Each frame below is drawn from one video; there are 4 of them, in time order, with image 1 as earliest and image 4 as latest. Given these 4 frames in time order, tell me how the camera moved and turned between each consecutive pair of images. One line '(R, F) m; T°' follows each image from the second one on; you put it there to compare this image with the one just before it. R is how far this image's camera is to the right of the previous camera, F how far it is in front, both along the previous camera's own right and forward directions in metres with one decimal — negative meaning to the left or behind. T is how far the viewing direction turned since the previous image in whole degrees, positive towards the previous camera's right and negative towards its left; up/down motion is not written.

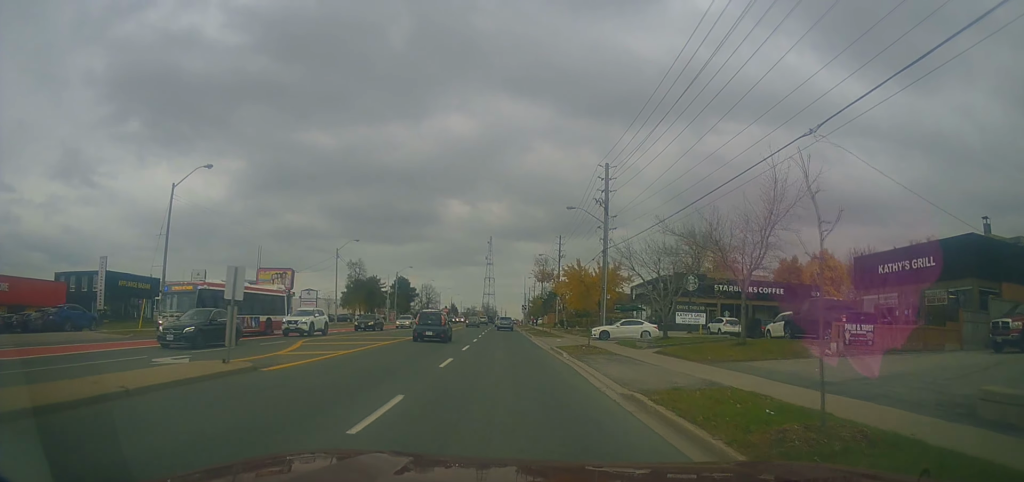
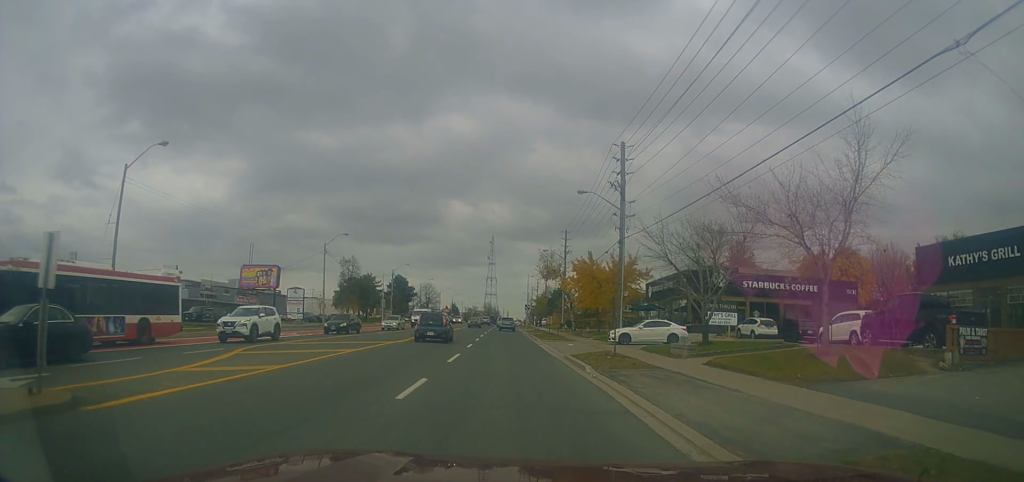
(0.0, +6.3) m; -2°
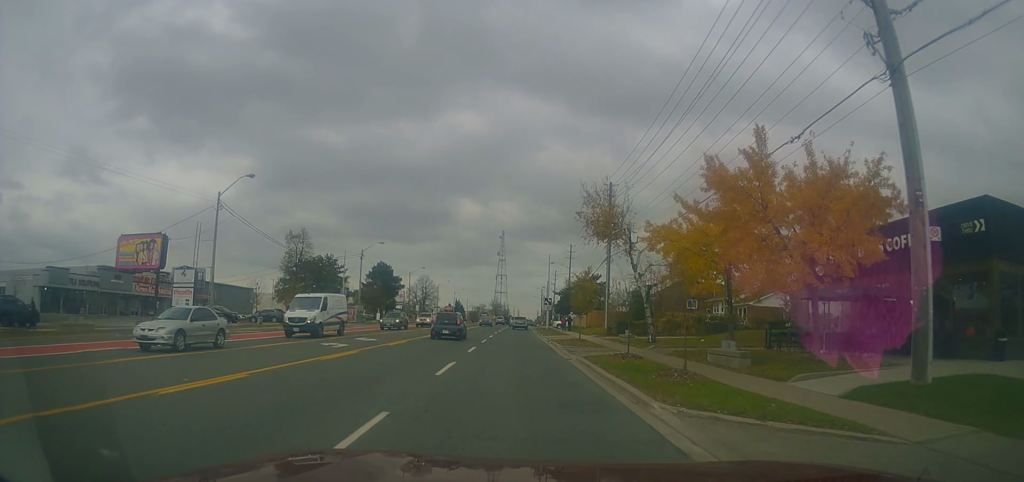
(-0.6, +31.0) m; 0°
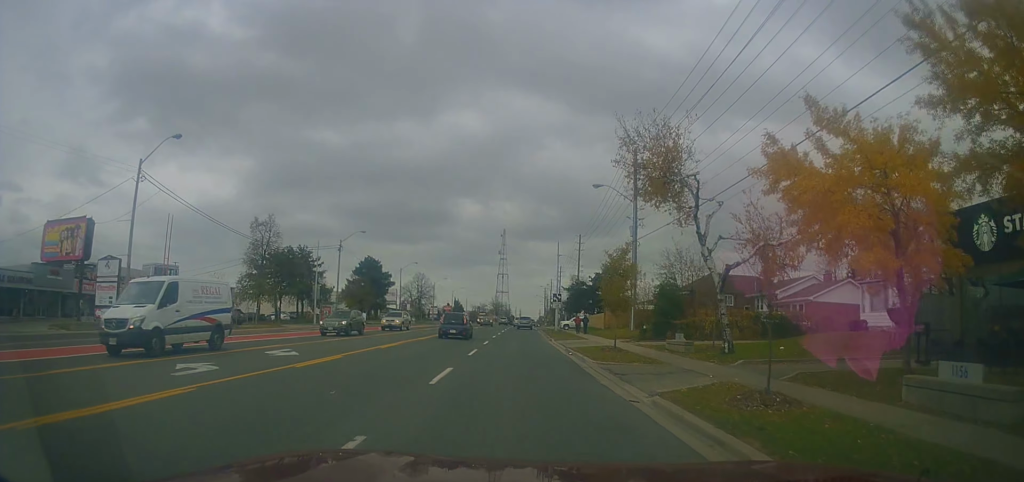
(0.0, +11.2) m; -2°
